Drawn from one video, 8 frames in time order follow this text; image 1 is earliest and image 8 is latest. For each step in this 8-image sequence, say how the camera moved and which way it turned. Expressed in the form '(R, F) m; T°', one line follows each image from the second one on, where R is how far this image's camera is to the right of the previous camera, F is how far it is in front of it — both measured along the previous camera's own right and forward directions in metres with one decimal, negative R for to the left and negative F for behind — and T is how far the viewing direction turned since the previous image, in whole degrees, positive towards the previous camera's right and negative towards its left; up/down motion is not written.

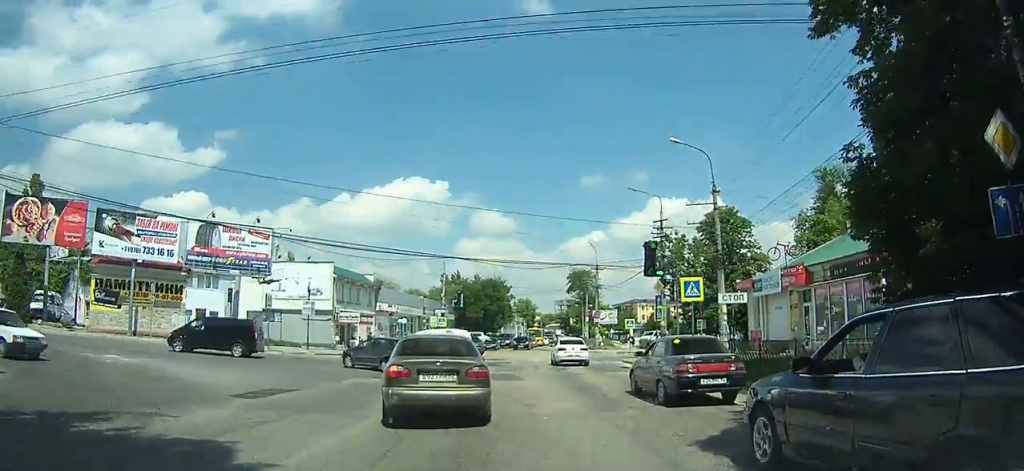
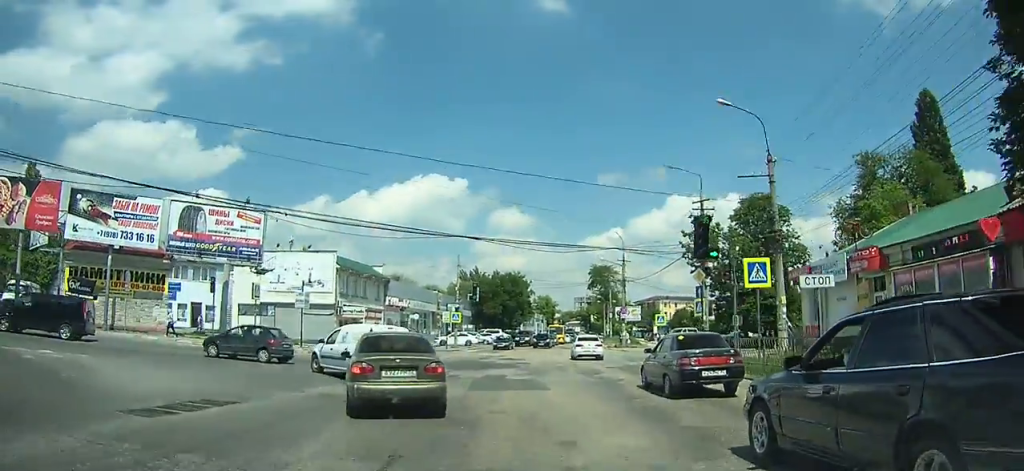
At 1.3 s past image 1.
(+0.3, +2.8) m; -6°
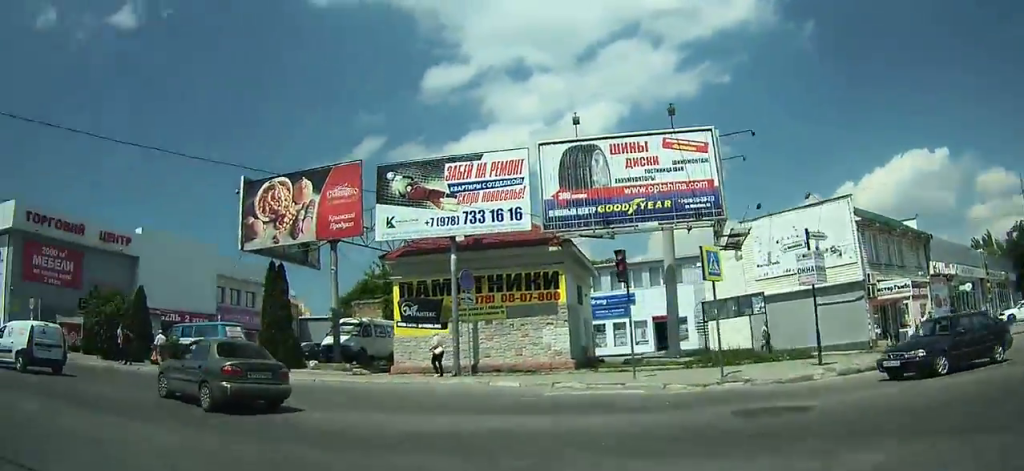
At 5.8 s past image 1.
(-5.6, +12.0) m; -55°
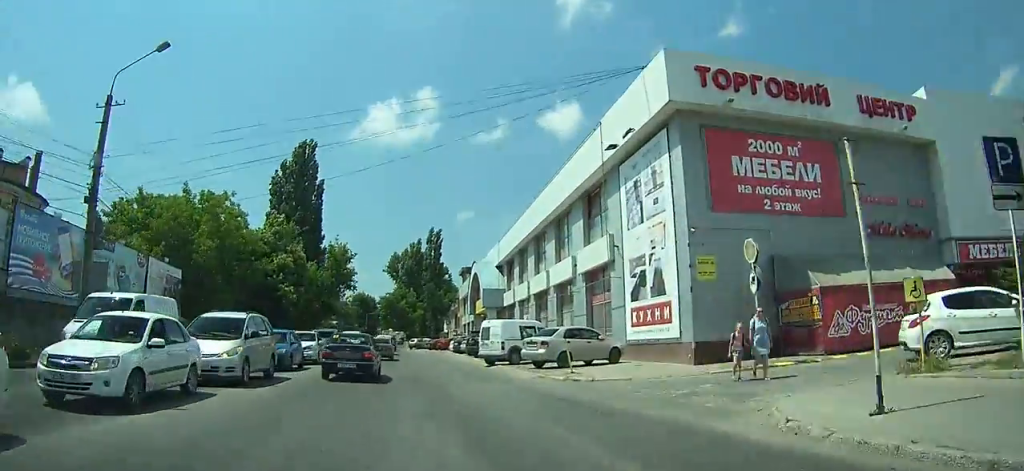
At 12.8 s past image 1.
(-18.6, +23.9) m; -53°
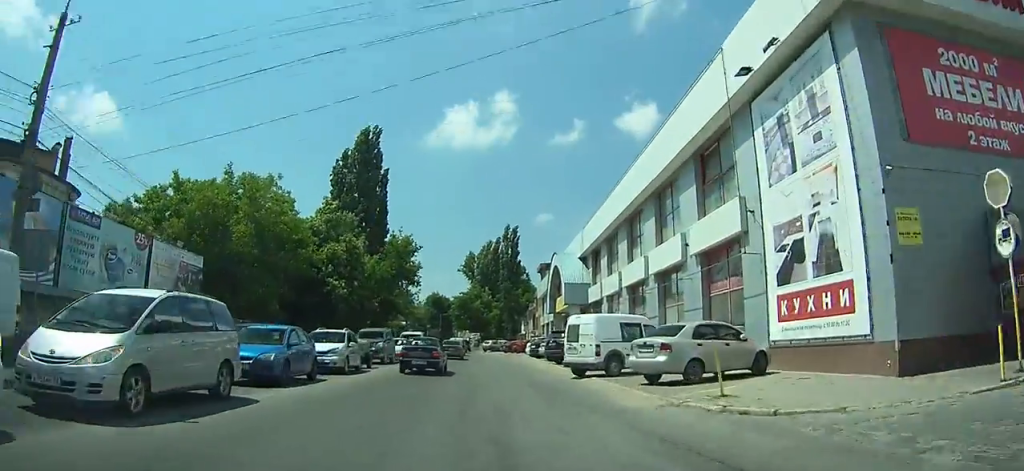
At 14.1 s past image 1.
(-0.2, +6.8) m; -2°
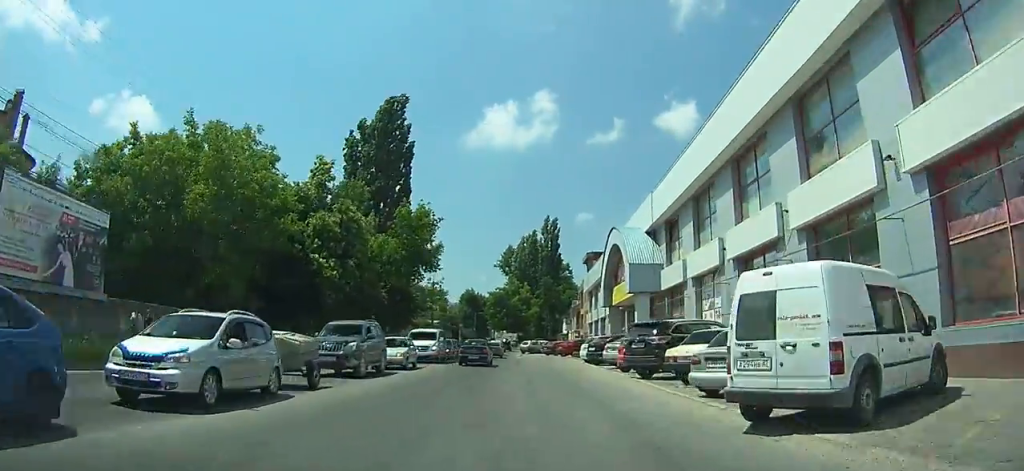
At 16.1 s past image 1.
(-0.8, +10.8) m; -1°
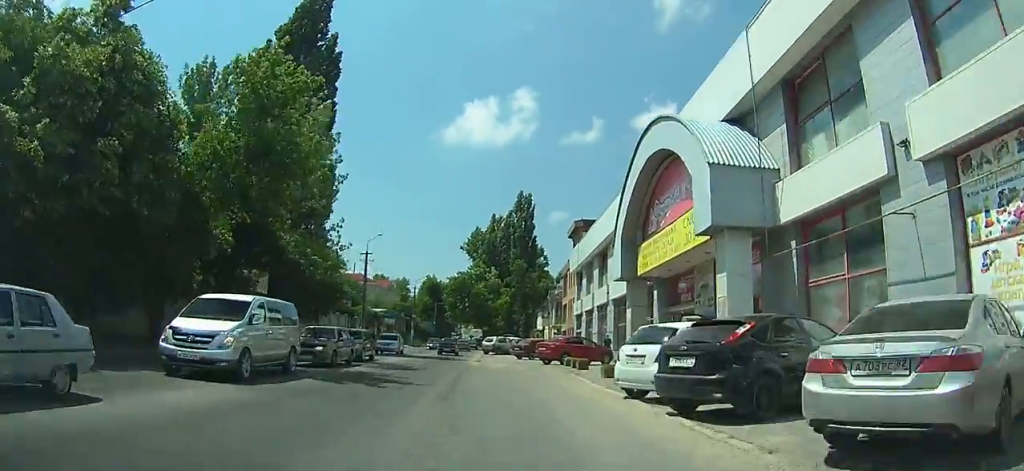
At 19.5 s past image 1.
(+0.7, +17.3) m; +2°
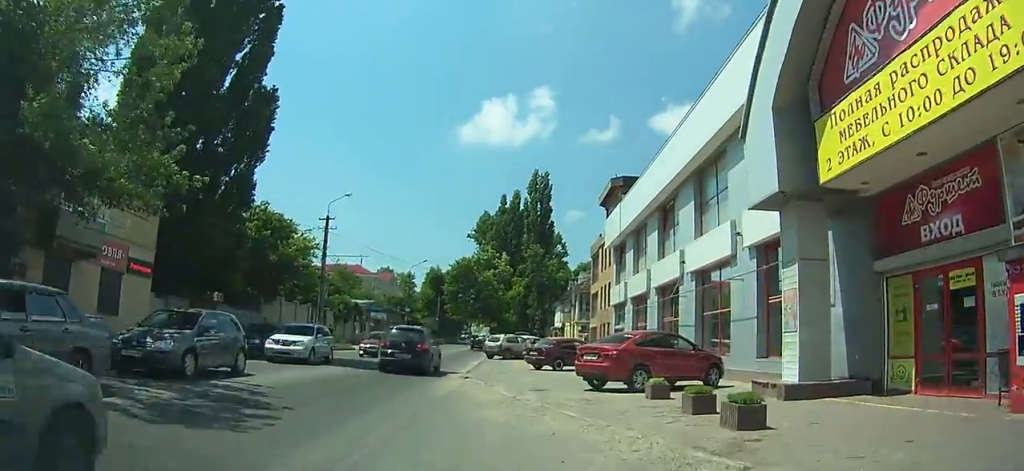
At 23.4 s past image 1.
(-0.7, +15.0) m; -5°
